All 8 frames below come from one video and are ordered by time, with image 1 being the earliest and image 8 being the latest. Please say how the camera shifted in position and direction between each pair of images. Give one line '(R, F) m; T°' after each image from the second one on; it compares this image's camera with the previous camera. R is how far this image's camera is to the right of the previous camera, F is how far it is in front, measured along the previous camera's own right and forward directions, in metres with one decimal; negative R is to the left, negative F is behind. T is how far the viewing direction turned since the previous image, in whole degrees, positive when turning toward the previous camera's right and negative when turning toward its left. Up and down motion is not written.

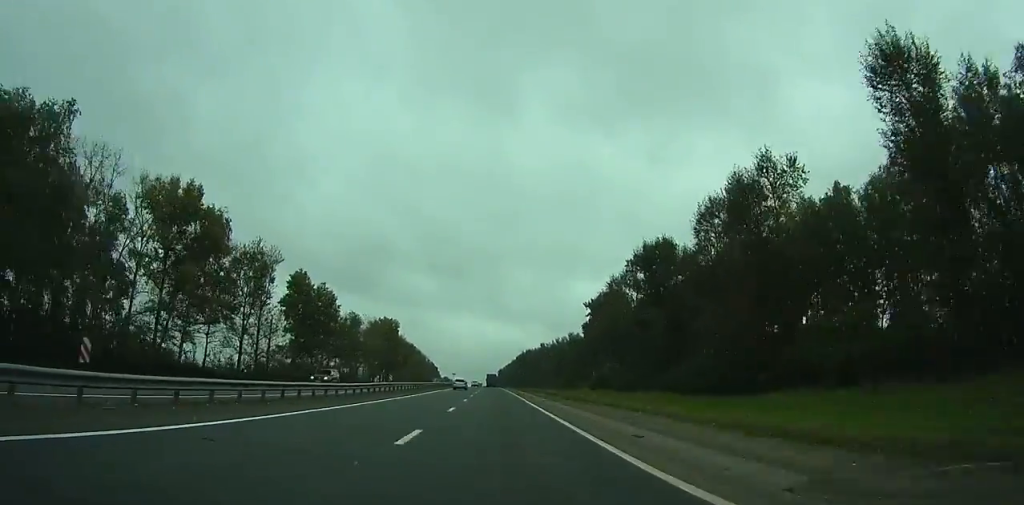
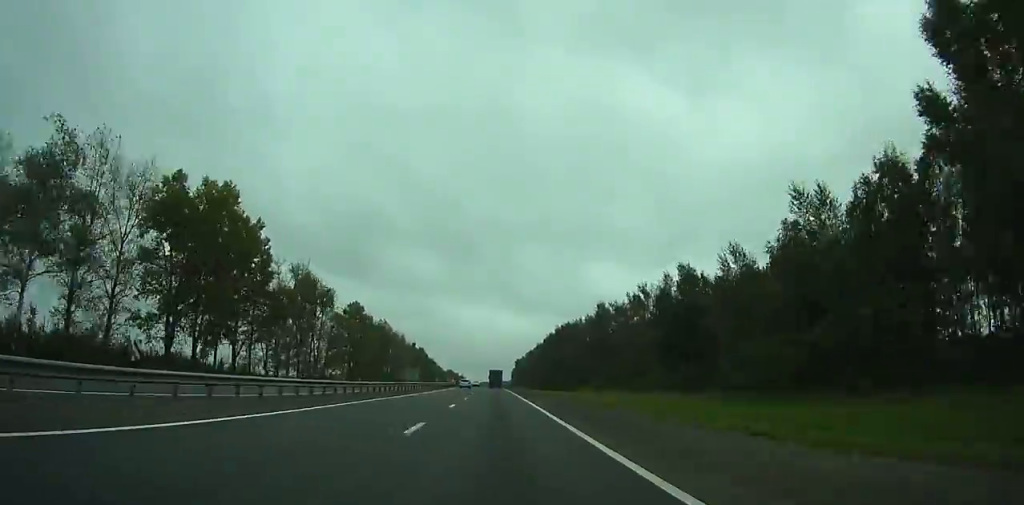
(-2.4, +142.9) m; -2°
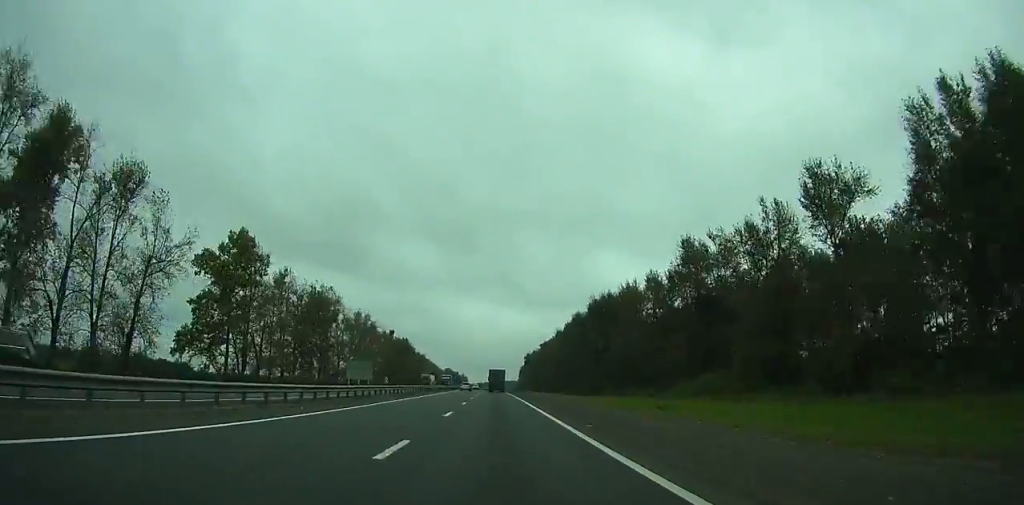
(-0.4, +77.5) m; 0°
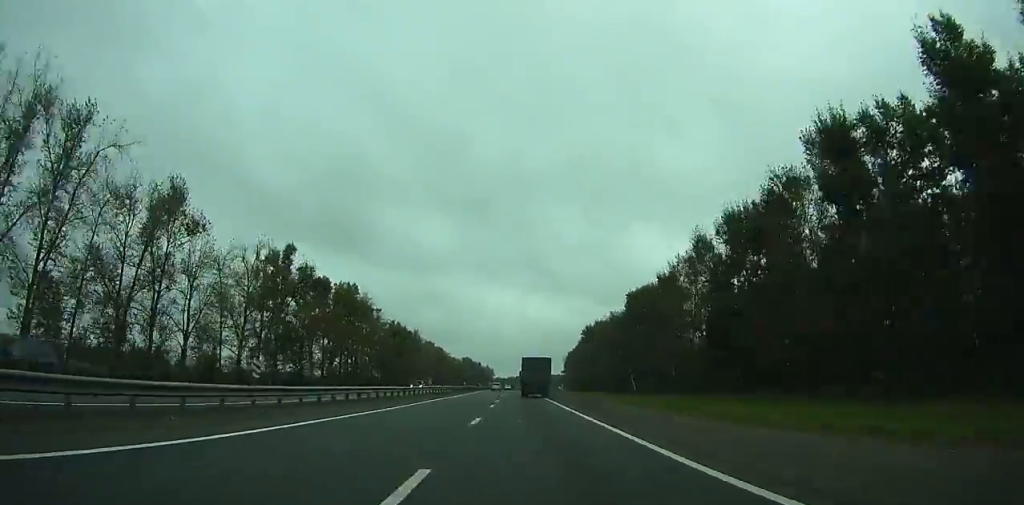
(-3.7, +137.6) m; -3°
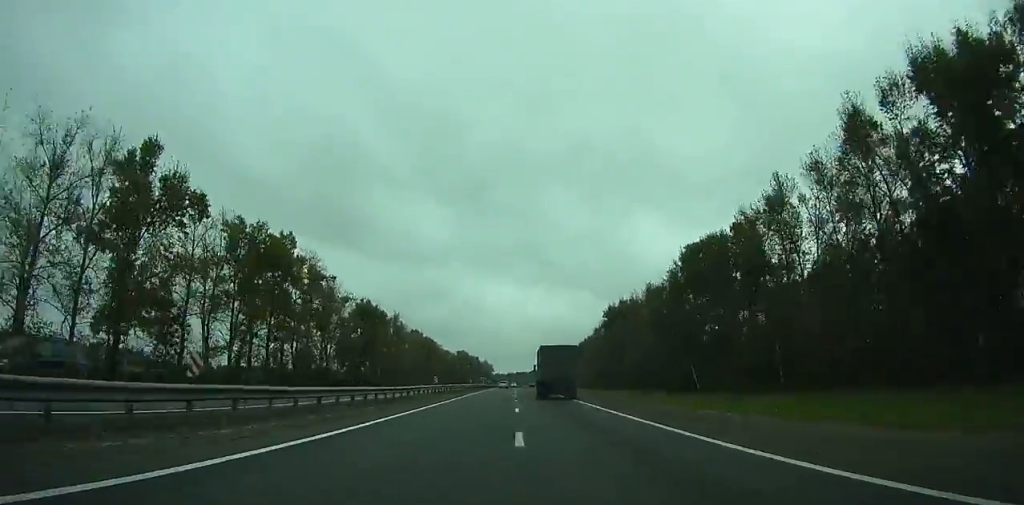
(-0.4, +41.9) m; 0°
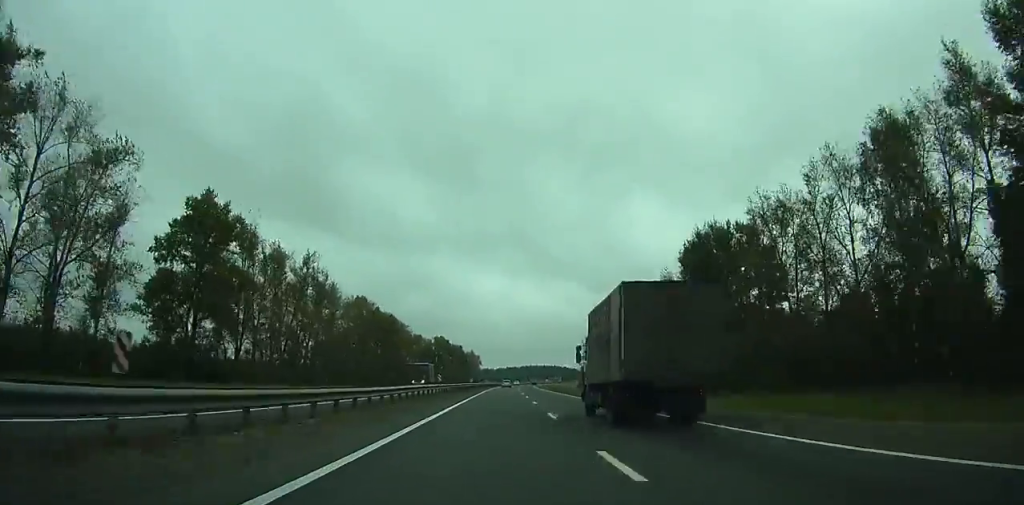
(+0.4, +75.7) m; +1°
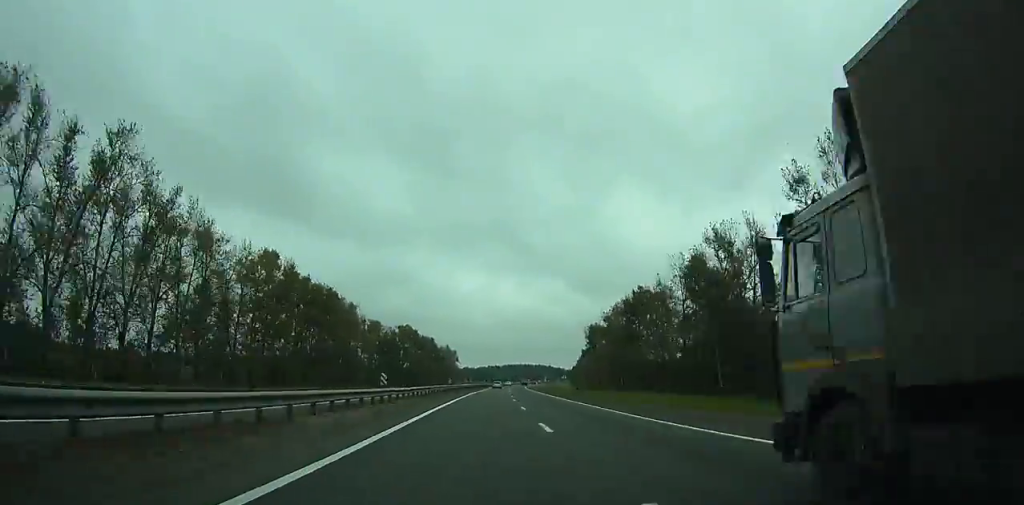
(+0.9, +52.0) m; +1°
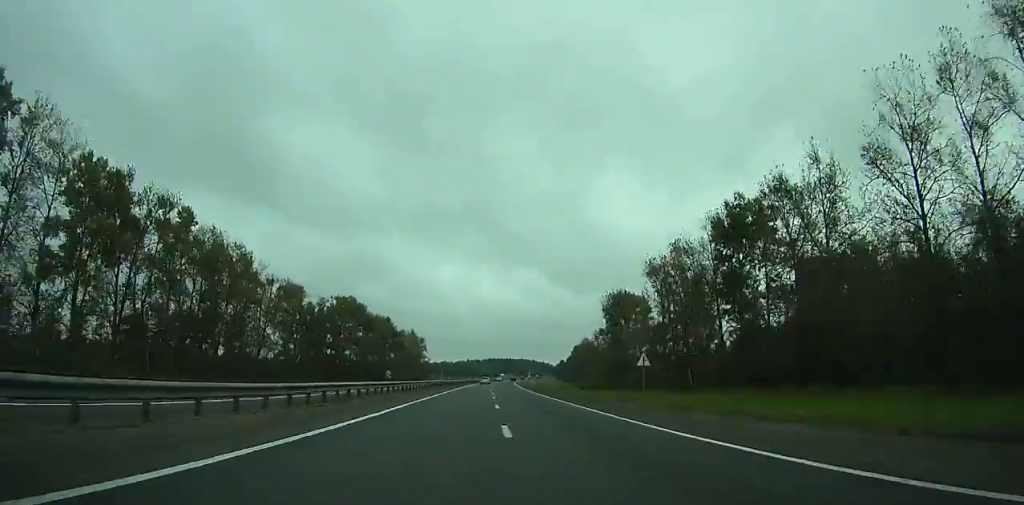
(+0.8, +61.1) m; +1°
